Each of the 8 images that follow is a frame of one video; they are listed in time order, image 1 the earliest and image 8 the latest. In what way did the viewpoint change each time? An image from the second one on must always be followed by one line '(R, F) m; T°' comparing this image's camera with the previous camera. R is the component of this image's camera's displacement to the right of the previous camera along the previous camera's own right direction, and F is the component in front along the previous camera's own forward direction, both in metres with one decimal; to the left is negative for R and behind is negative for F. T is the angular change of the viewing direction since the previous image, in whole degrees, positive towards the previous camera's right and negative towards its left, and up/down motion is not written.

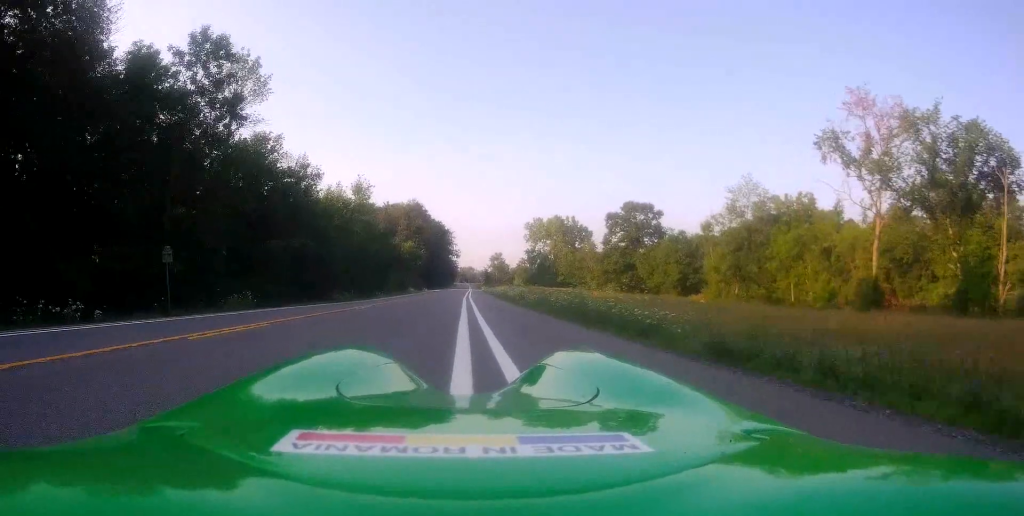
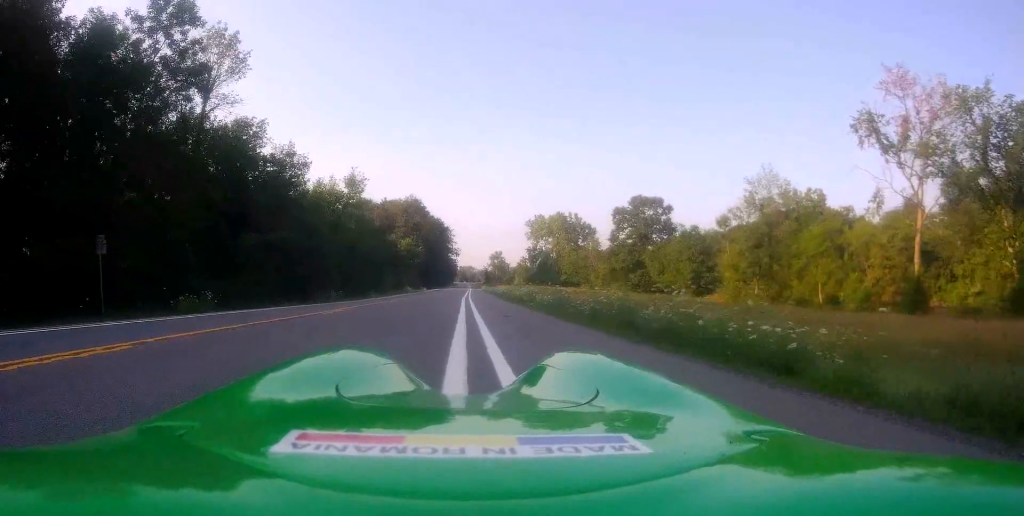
(-0.1, +4.8) m; -1°
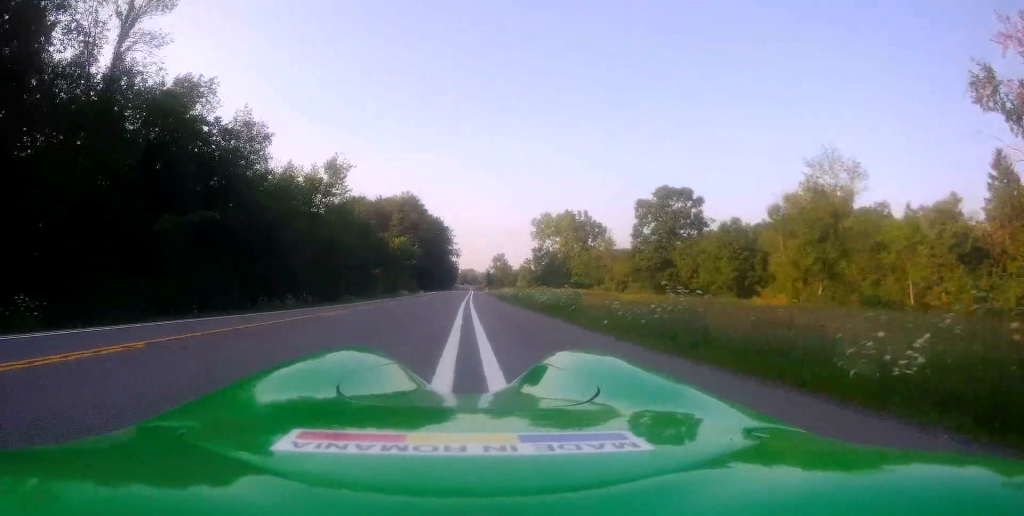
(+0.2, +11.7) m; +3°
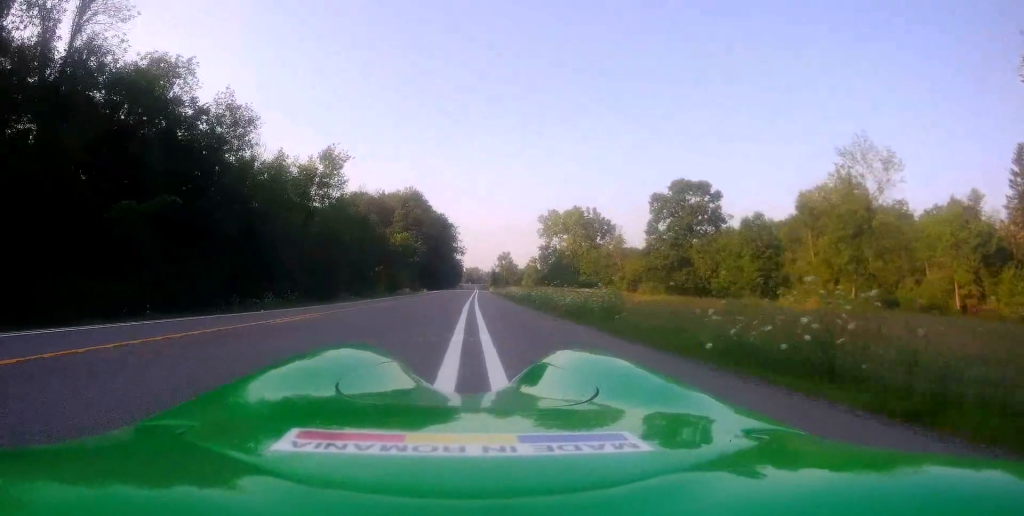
(+0.1, +4.2) m; +1°
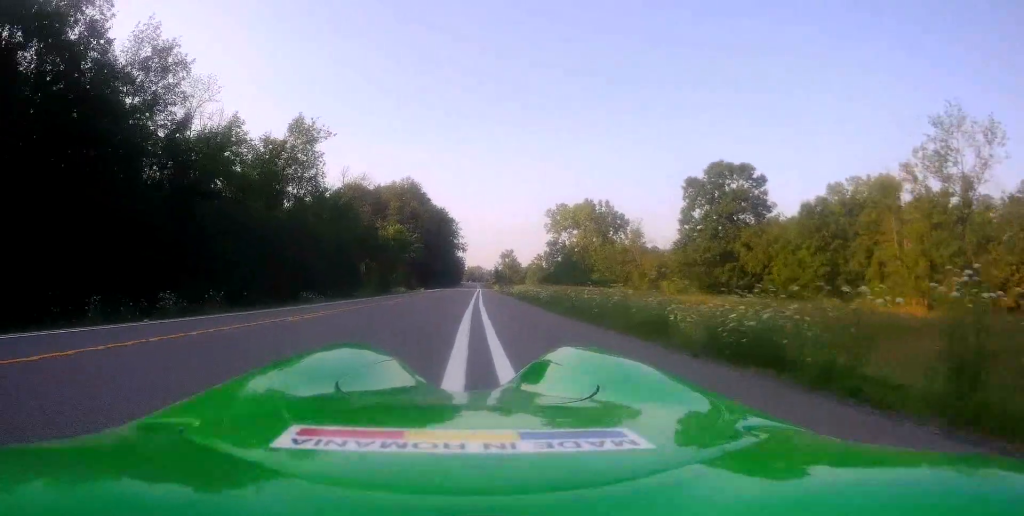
(+0.1, +11.4) m; -2°
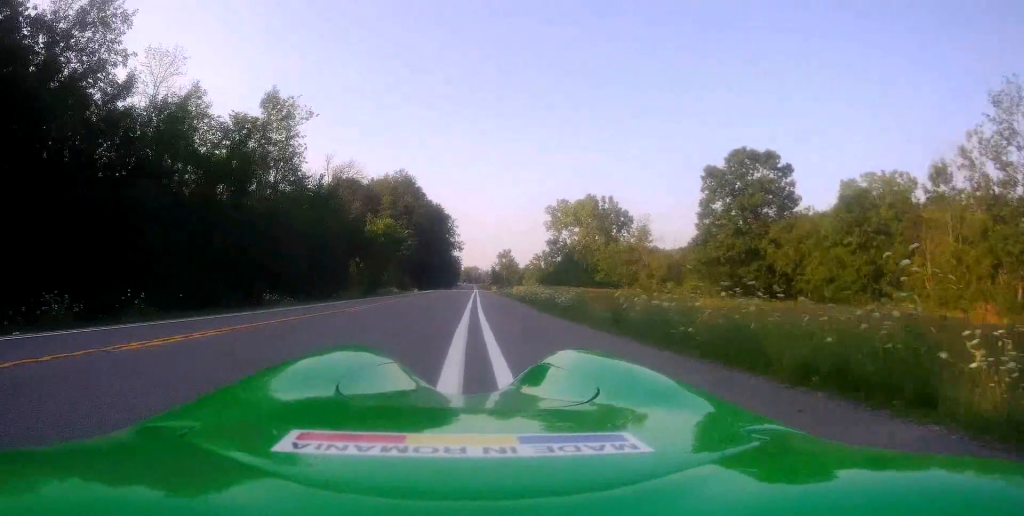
(-0.3, +6.3) m; 0°
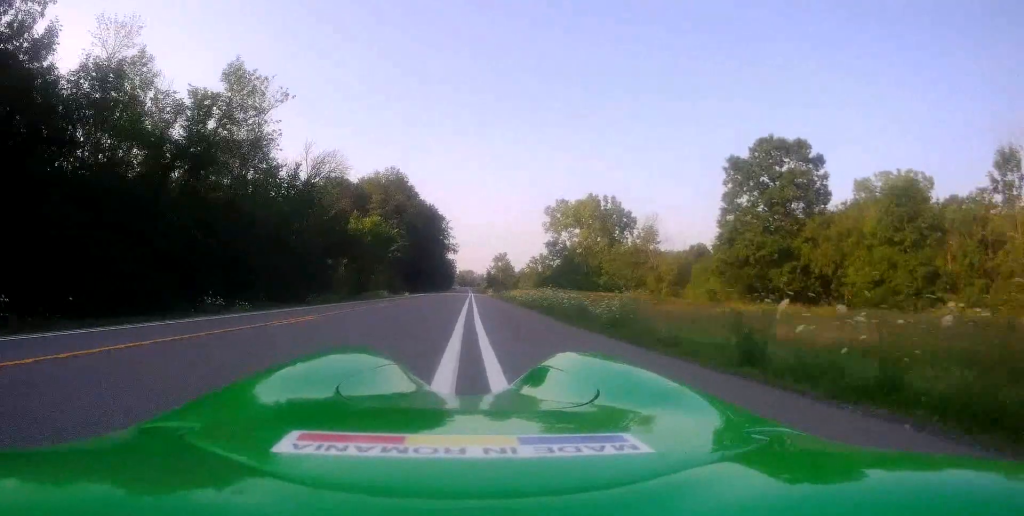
(+0.1, +6.6) m; +1°
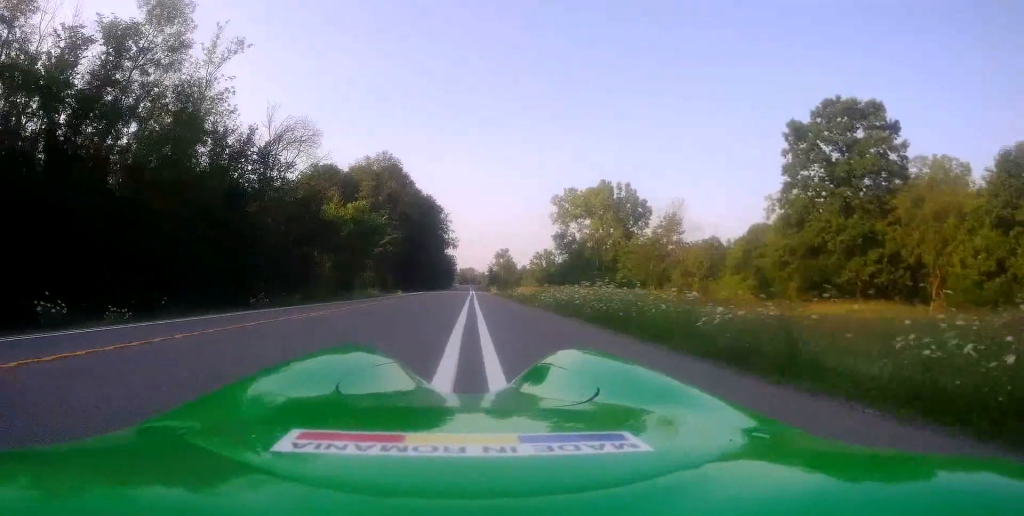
(+0.3, +10.7) m; 0°
